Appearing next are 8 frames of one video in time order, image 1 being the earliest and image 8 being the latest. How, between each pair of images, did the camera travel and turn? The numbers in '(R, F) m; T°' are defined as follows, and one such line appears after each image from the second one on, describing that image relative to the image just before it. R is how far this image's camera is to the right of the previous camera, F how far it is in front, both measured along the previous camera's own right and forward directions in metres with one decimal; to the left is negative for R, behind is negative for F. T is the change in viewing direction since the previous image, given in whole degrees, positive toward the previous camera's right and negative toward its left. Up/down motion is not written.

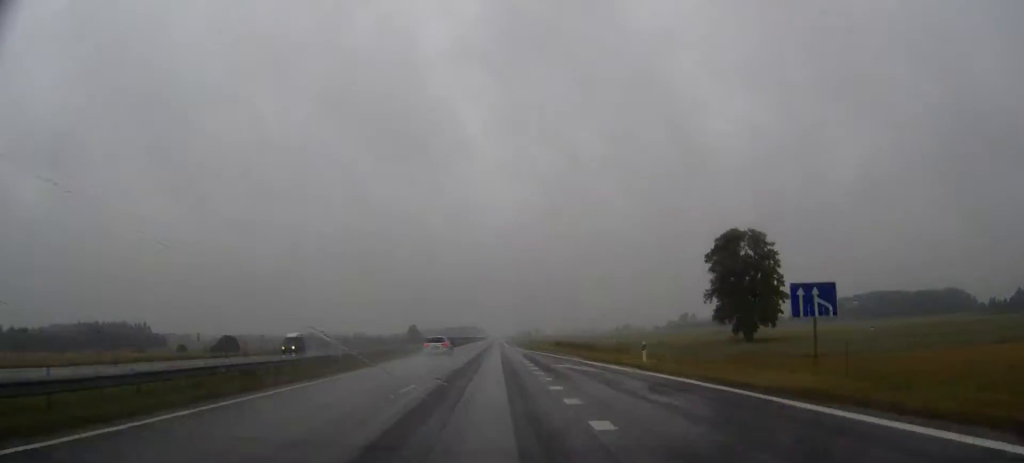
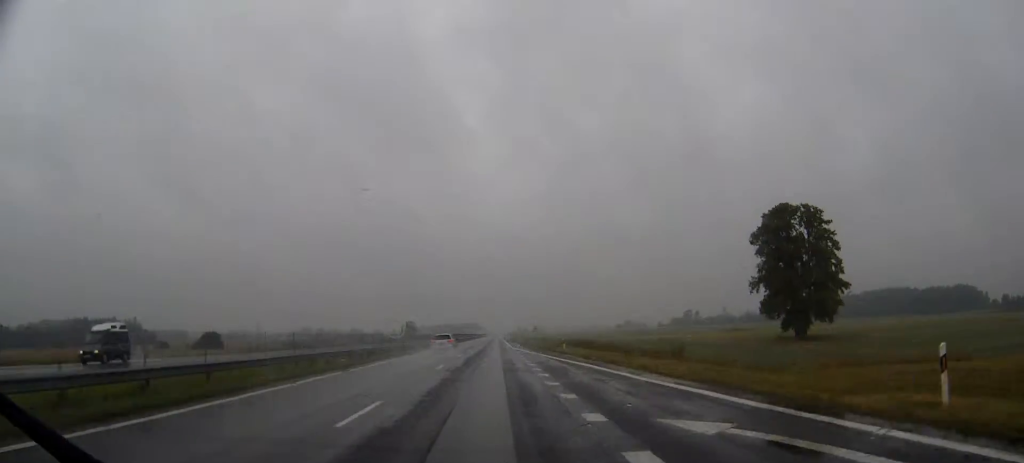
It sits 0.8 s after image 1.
(0.0, +23.4) m; 0°
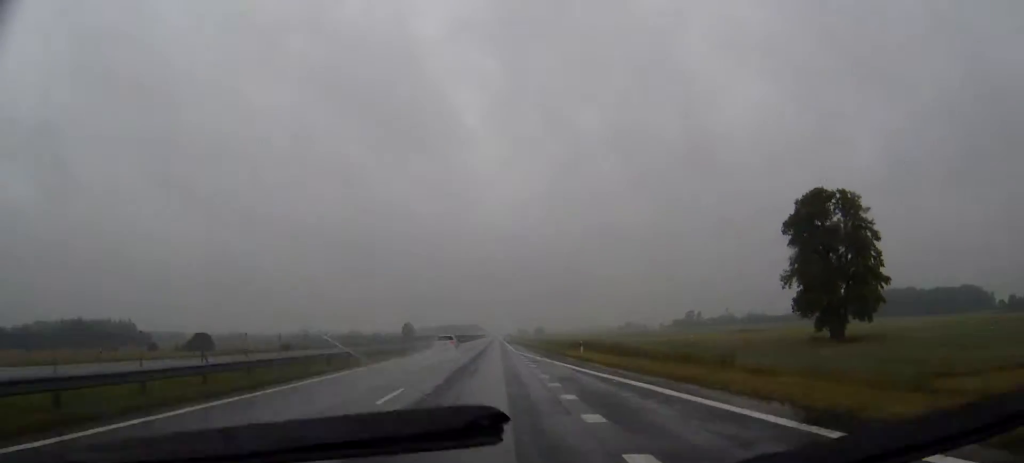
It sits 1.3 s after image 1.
(0.0, +12.2) m; 0°
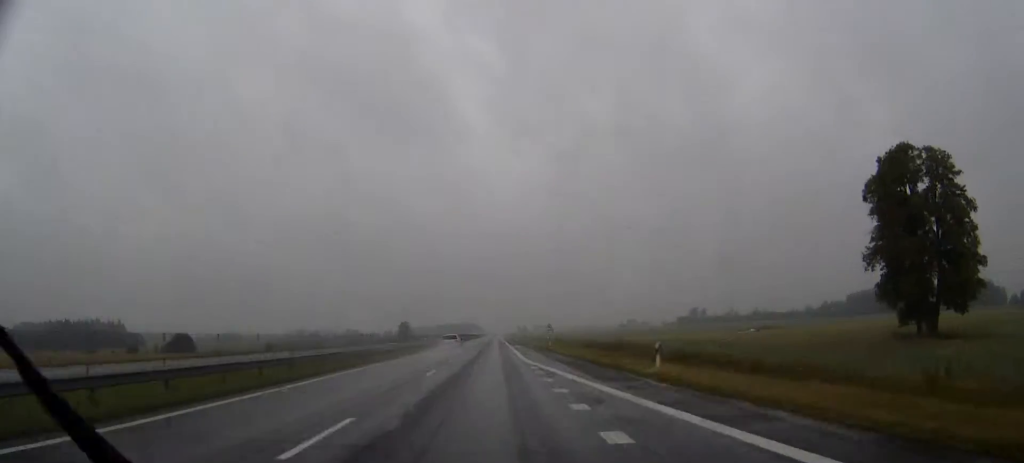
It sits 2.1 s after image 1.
(0.0, +22.5) m; 0°
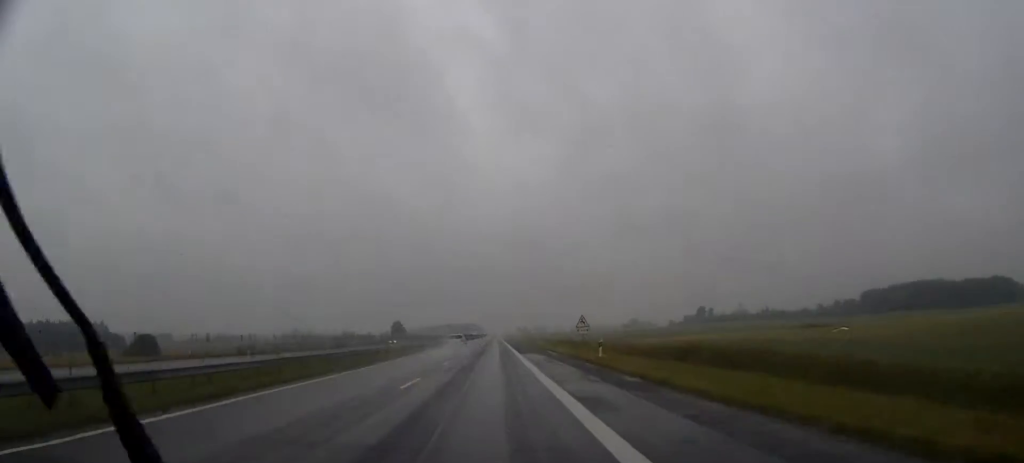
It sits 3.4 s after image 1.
(0.0, +36.6) m; 0°
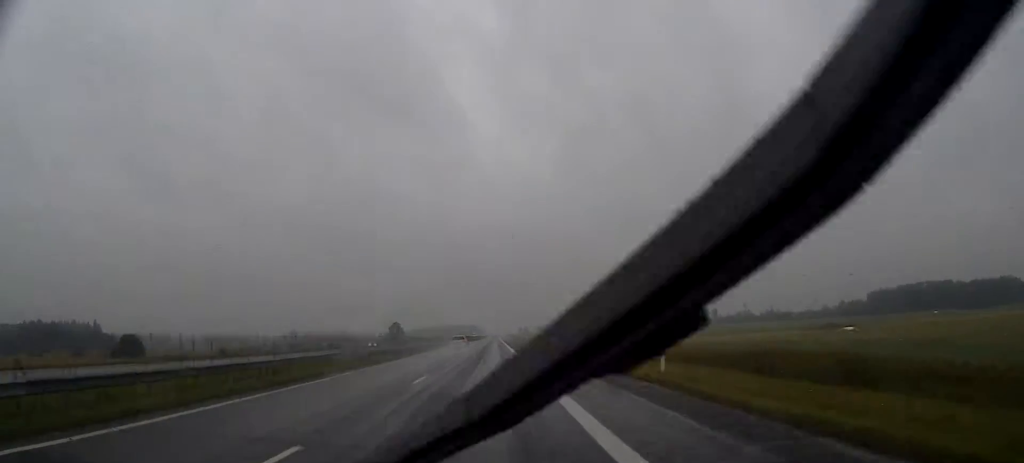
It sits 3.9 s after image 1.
(0.0, +14.0) m; 0°
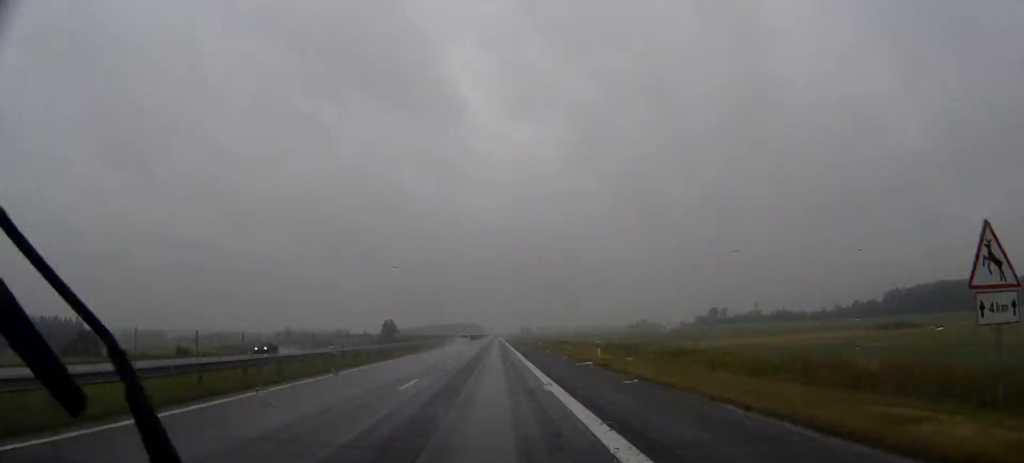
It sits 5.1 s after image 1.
(+0.1, +34.7) m; 0°
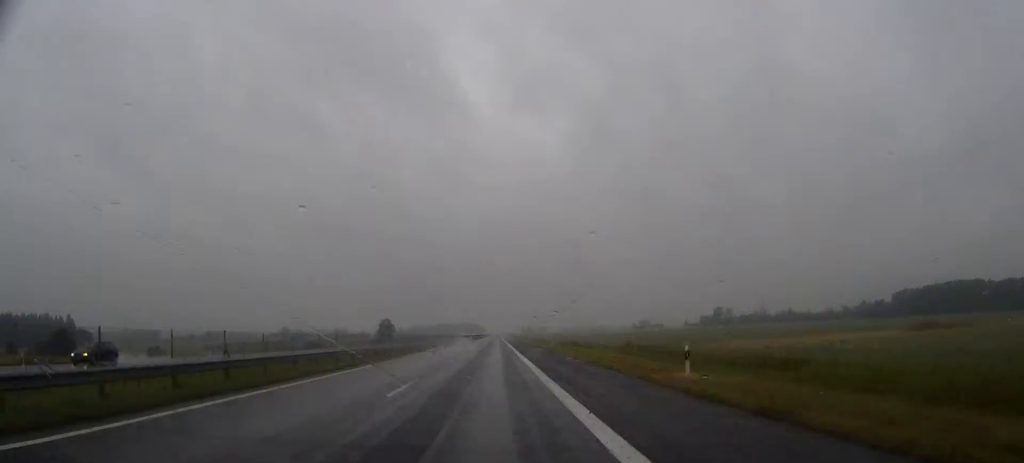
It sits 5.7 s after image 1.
(-0.1, +17.8) m; 0°
